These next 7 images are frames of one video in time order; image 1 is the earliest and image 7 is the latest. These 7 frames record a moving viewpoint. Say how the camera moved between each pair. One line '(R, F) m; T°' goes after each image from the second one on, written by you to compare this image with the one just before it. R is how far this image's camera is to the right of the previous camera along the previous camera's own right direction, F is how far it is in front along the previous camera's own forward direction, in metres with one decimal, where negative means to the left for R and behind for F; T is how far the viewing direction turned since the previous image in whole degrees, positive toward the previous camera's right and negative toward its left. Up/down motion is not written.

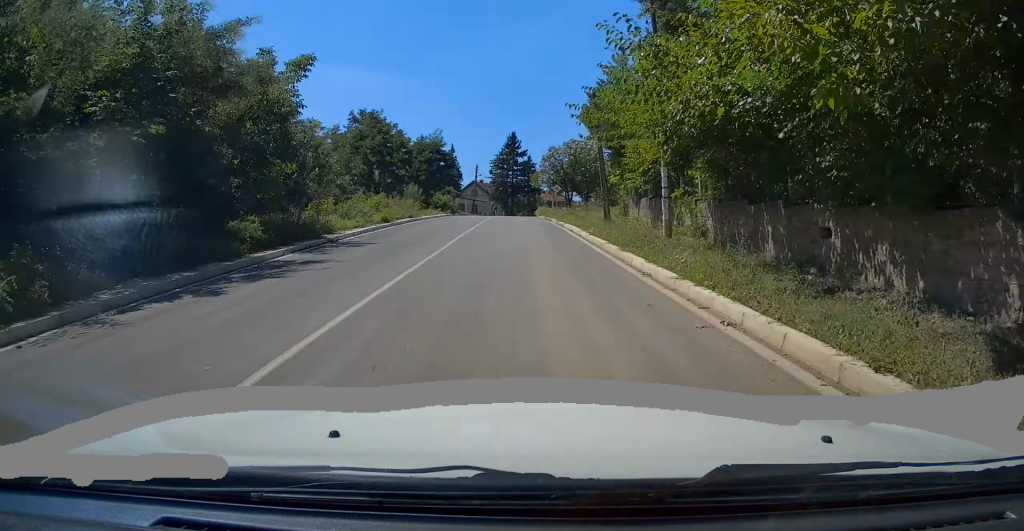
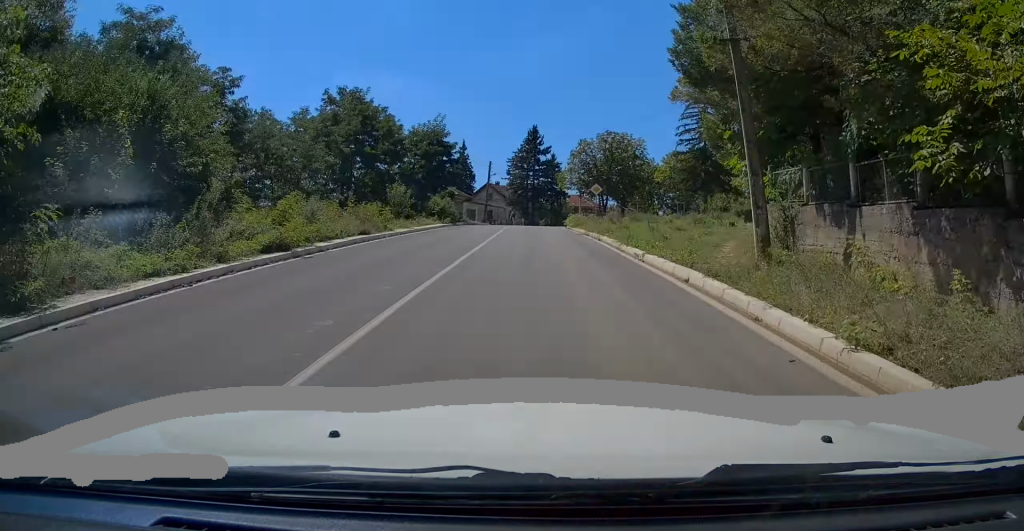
(-0.5, +14.9) m; -1°
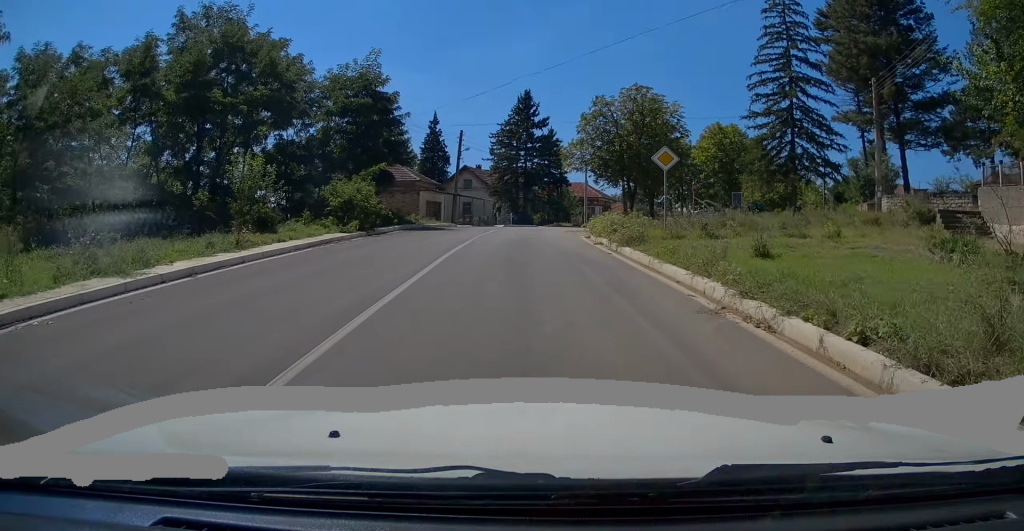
(-0.3, +20.7) m; -2°
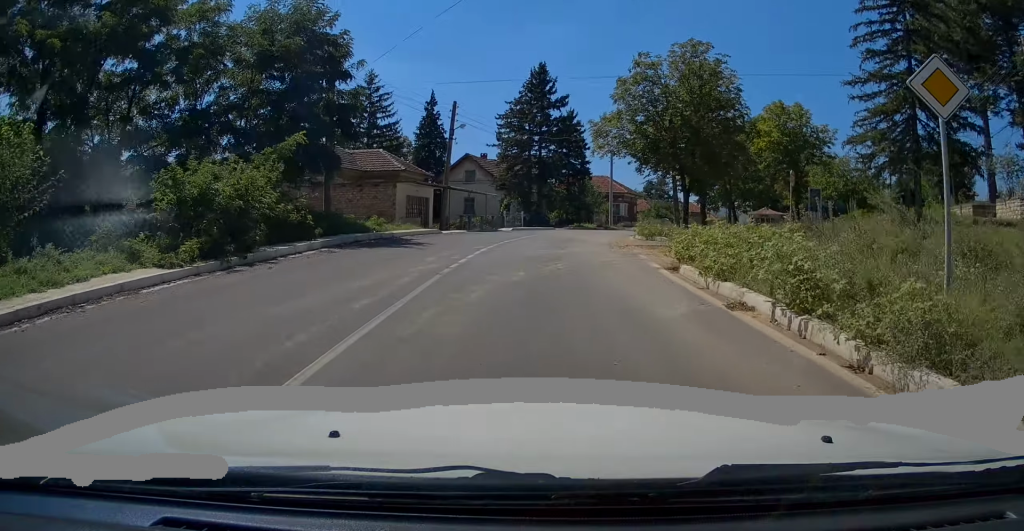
(+0.2, +11.6) m; +1°
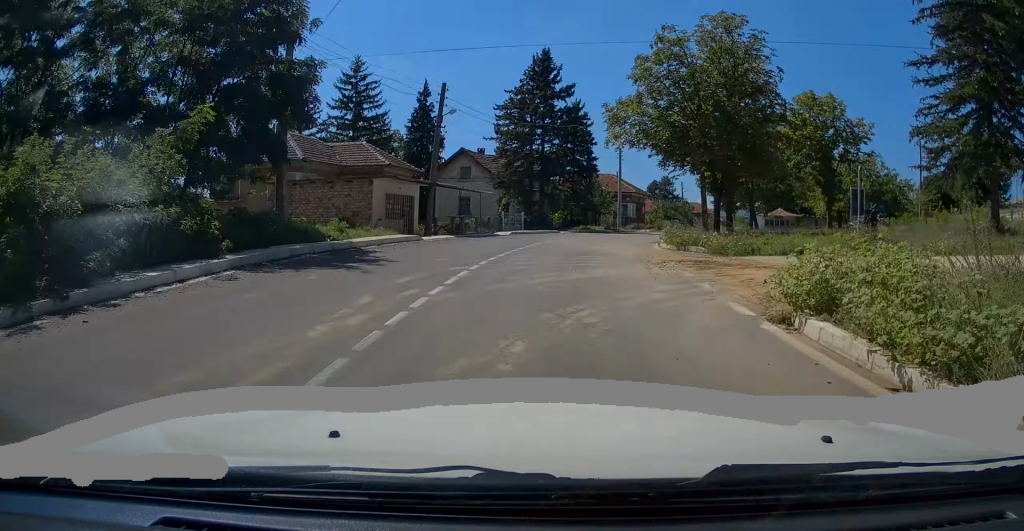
(0.0, +5.0) m; 0°
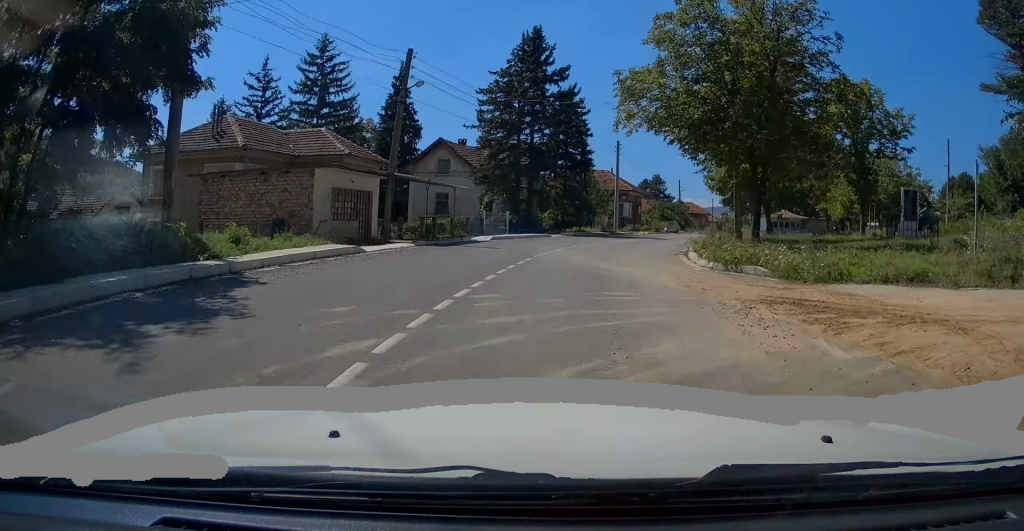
(-0.1, +6.0) m; 0°
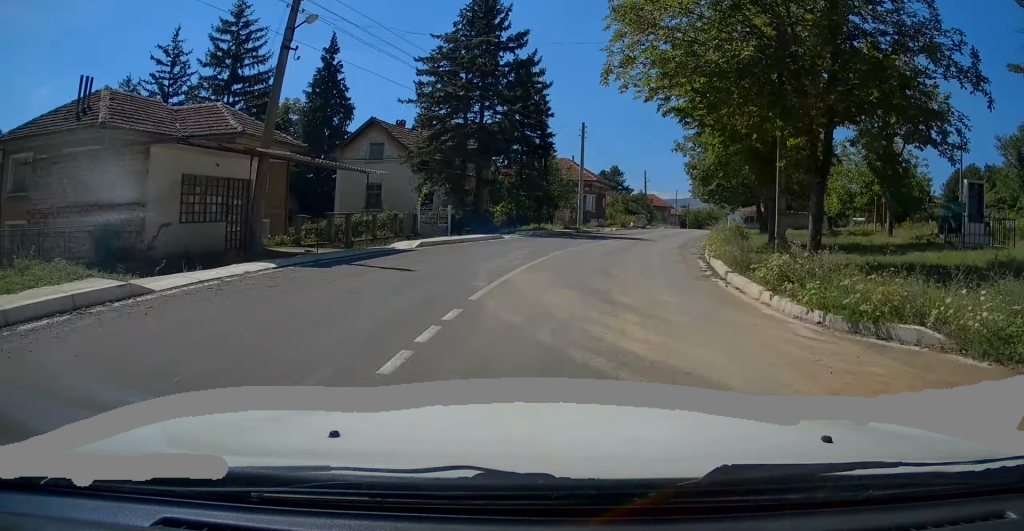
(0.0, +7.4) m; +4°
